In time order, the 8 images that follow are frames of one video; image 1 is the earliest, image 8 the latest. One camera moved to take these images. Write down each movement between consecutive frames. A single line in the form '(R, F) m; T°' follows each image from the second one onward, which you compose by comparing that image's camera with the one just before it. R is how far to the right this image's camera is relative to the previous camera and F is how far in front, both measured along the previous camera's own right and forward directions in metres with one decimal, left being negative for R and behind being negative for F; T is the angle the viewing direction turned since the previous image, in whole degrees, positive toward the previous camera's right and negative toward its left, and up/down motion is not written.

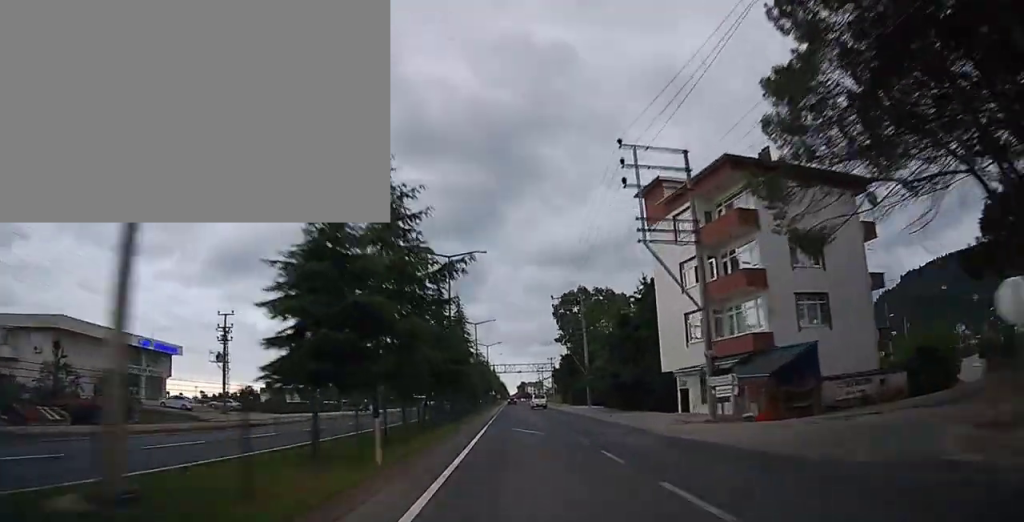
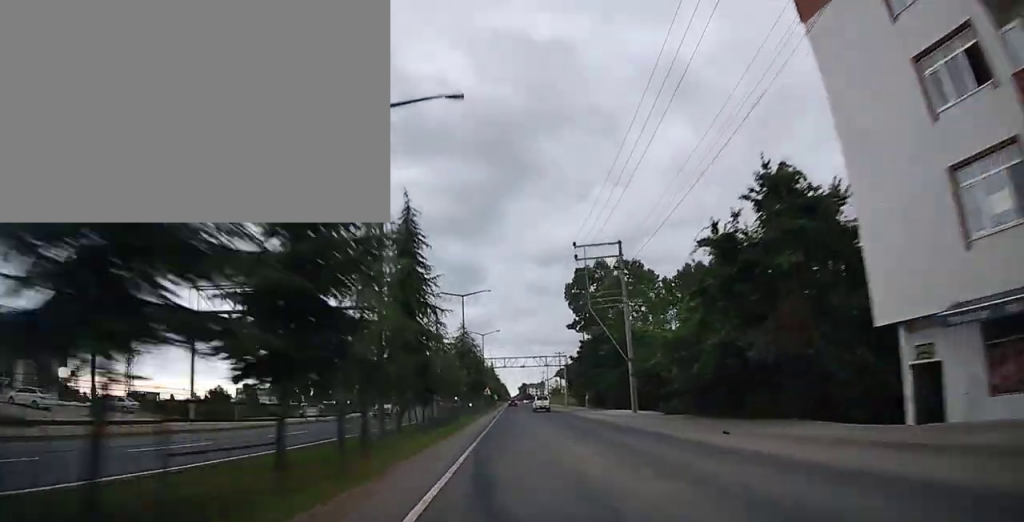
(-0.1, +21.7) m; 0°
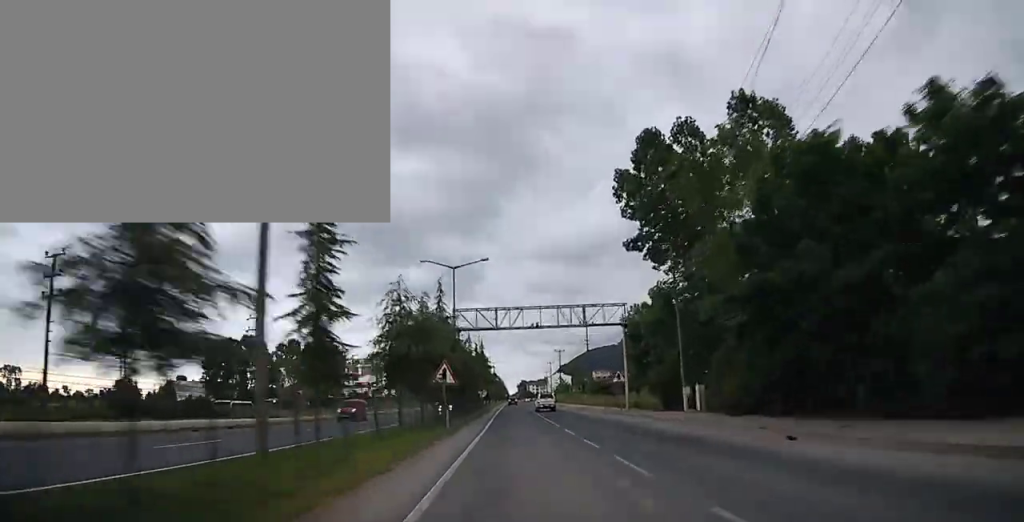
(-0.1, +44.2) m; 0°
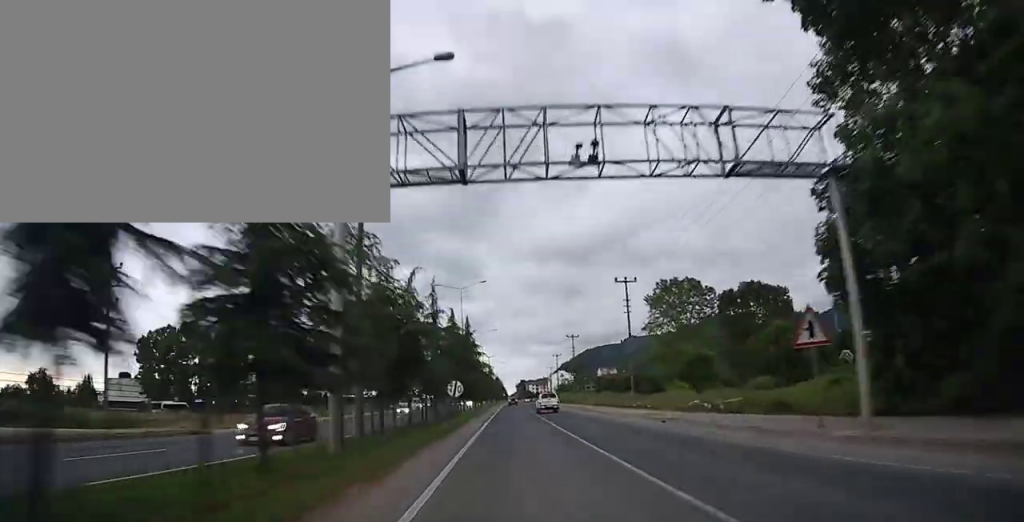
(+0.1, +27.4) m; 0°
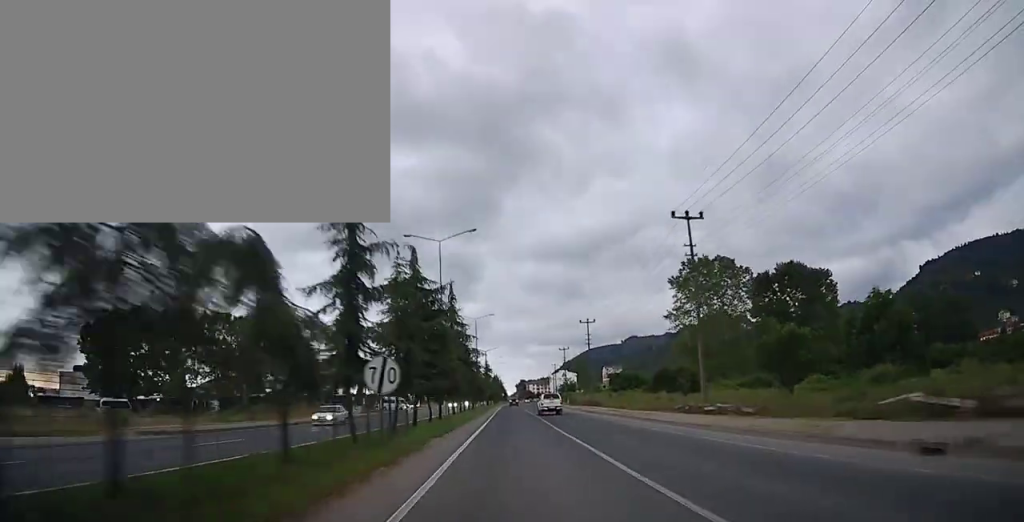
(+0.1, +17.6) m; 0°
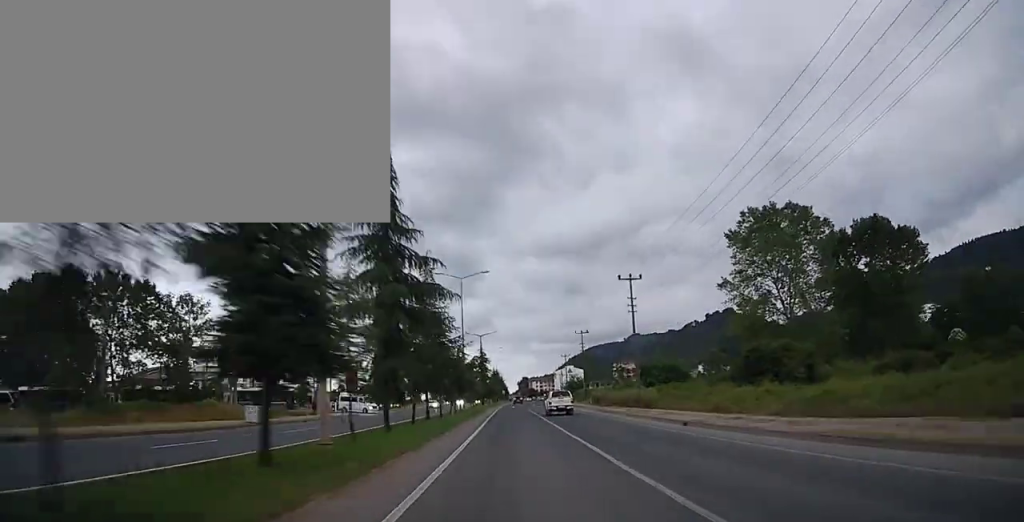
(0.0, +25.6) m; 0°
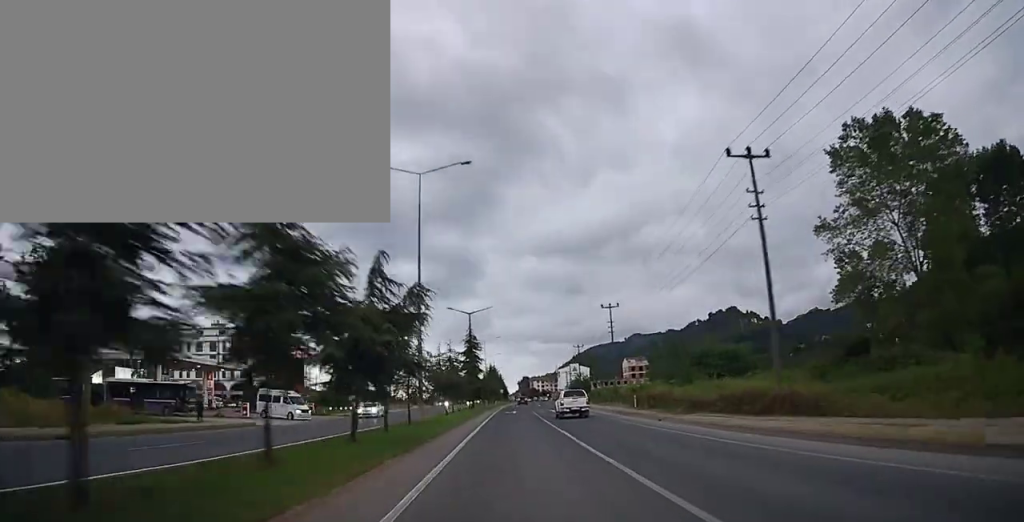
(0.0, +25.5) m; 0°
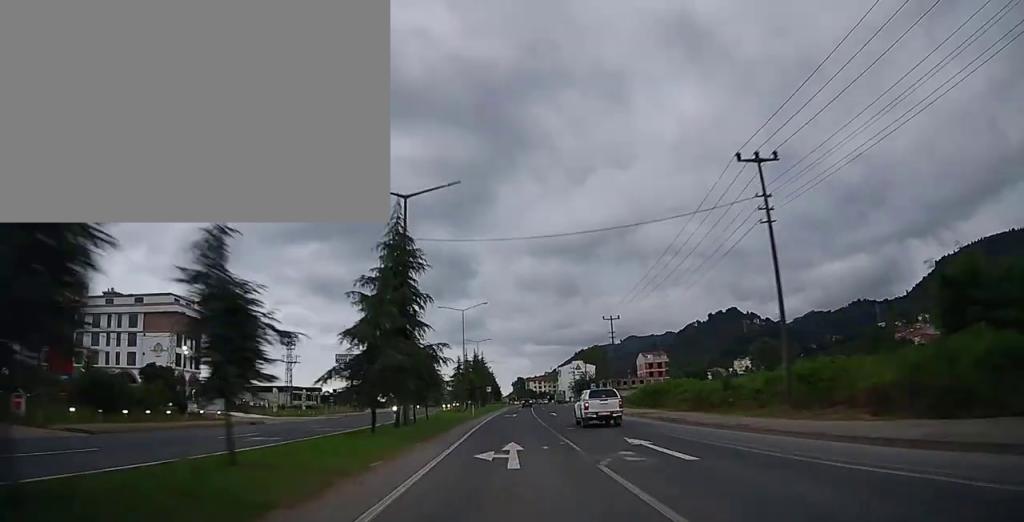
(+0.1, +39.6) m; +1°
